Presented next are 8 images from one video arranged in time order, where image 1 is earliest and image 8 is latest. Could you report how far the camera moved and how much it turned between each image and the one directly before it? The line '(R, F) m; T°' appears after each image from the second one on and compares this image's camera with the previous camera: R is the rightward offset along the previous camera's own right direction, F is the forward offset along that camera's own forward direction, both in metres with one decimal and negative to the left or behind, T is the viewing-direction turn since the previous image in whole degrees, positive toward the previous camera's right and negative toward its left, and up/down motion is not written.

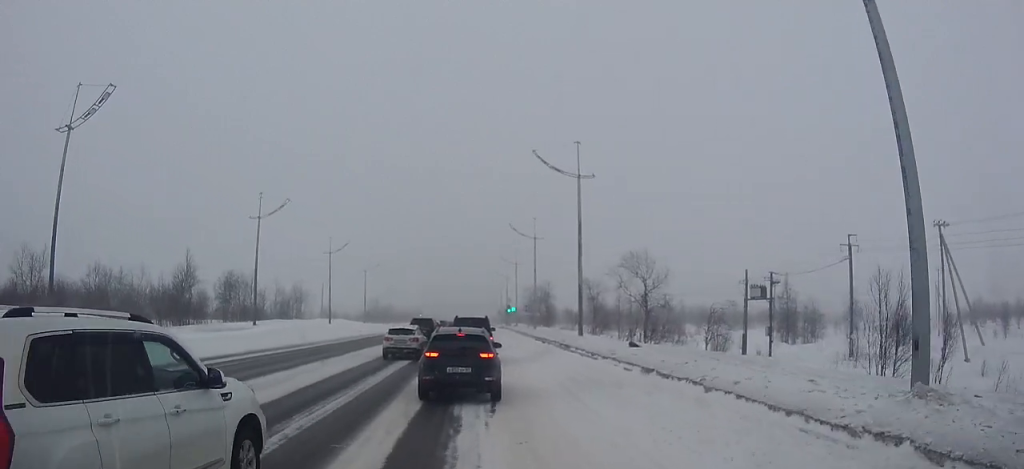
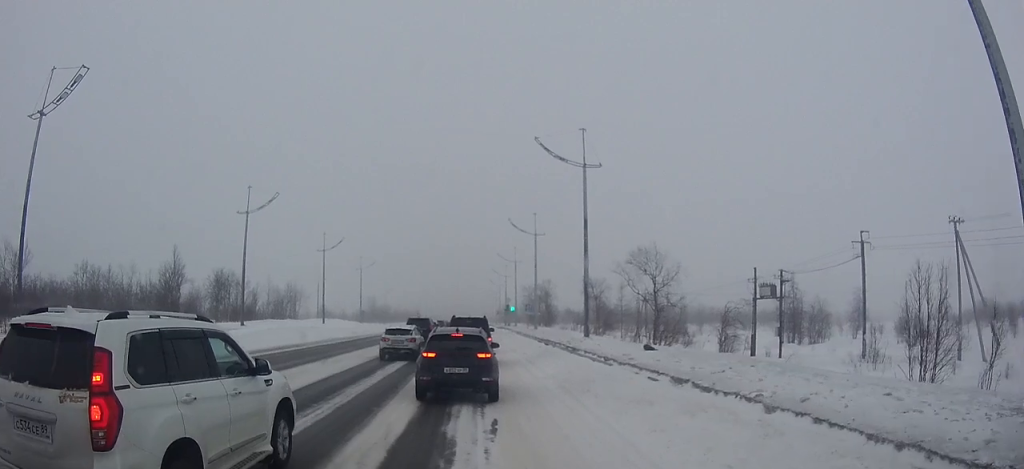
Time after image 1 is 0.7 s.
(0.0, +2.3) m; 0°
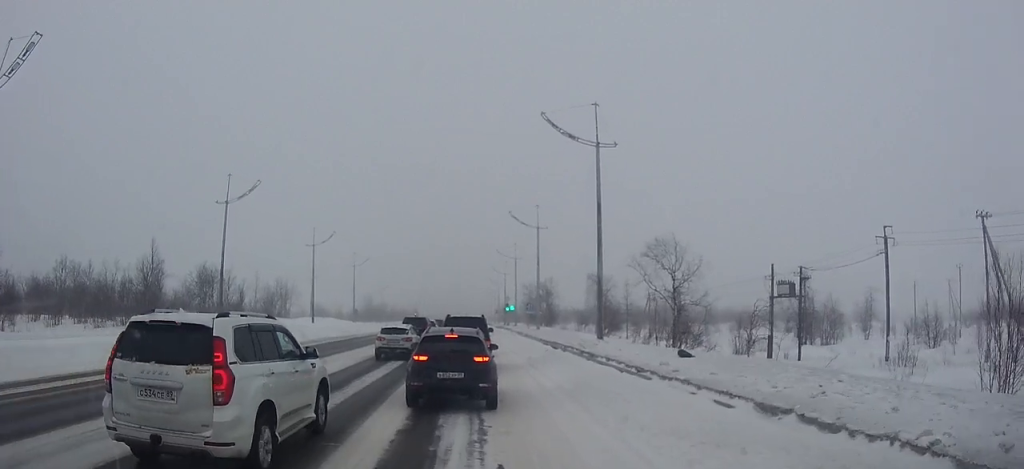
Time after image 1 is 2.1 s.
(0.0, +3.6) m; 0°
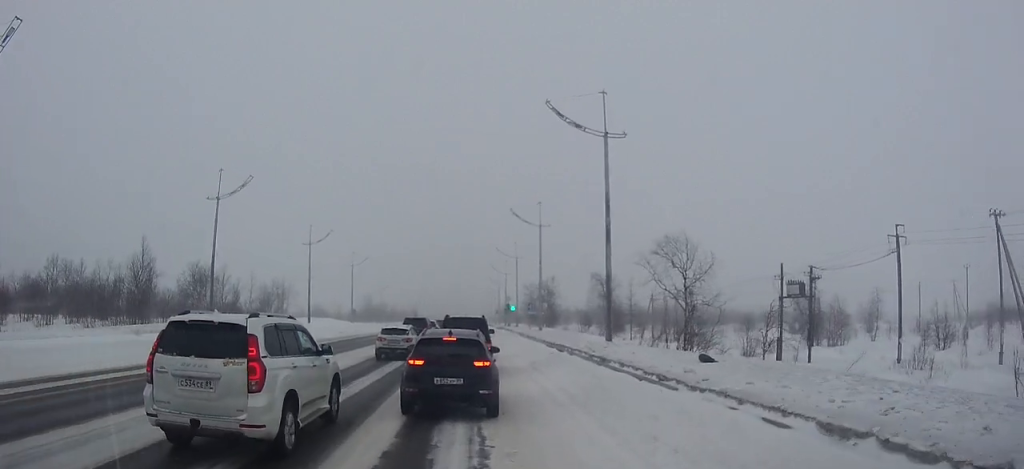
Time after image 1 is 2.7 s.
(0.0, +1.6) m; 0°
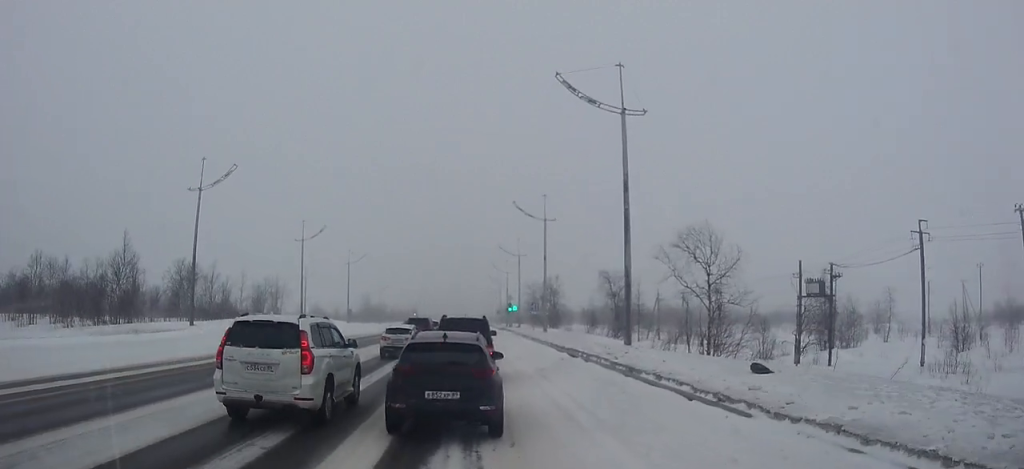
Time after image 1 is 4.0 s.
(0.0, +2.8) m; 0°
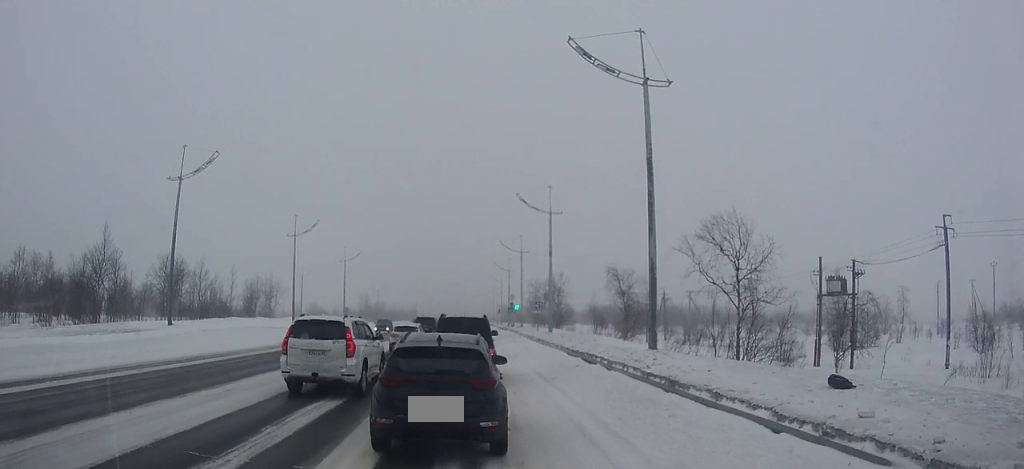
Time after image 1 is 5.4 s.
(0.0, +3.0) m; -1°
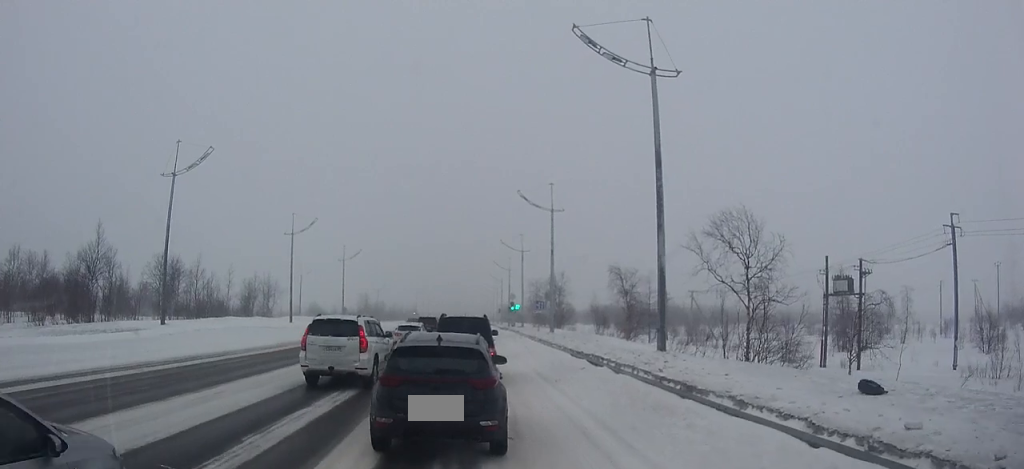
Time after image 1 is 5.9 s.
(0.0, +1.0) m; 0°
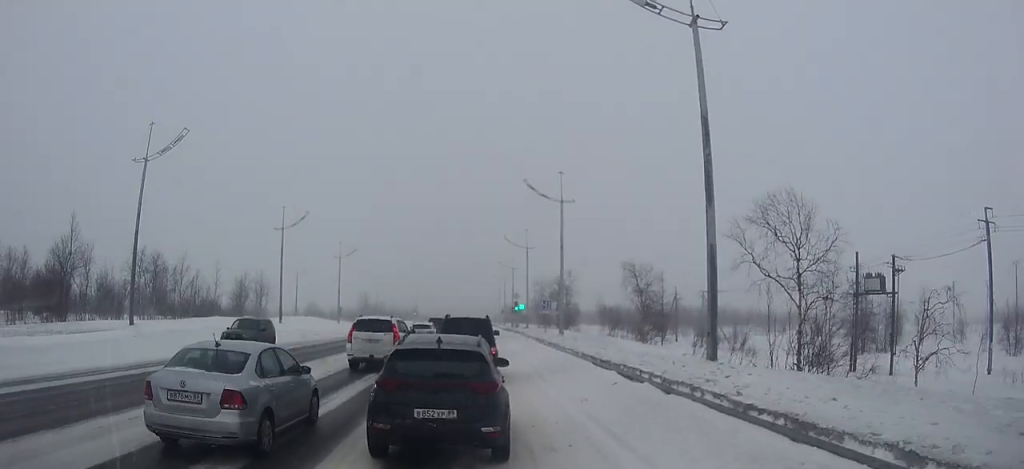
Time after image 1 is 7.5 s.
(0.0, +3.8) m; 0°
